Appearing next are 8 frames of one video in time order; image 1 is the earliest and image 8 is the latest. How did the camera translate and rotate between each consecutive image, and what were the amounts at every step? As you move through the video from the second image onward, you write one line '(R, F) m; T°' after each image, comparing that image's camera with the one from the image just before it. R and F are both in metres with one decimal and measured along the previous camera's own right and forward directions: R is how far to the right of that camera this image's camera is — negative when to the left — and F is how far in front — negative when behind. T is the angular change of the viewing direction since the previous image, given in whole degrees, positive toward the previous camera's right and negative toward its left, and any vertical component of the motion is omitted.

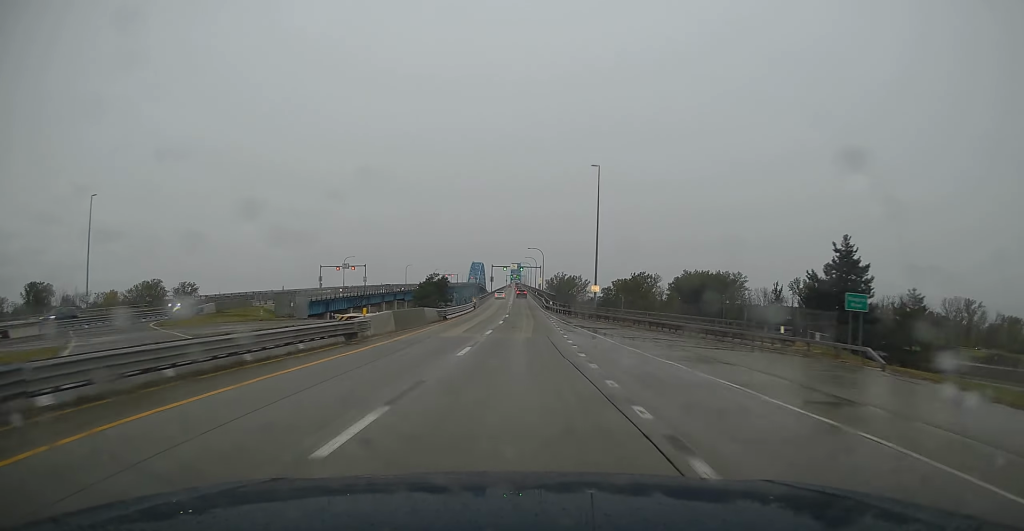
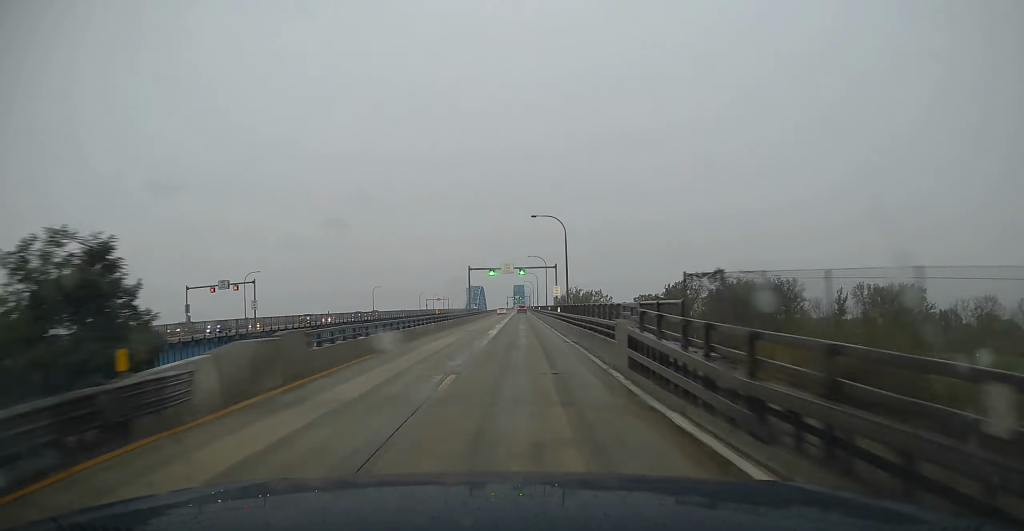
(+0.3, +65.8) m; 0°
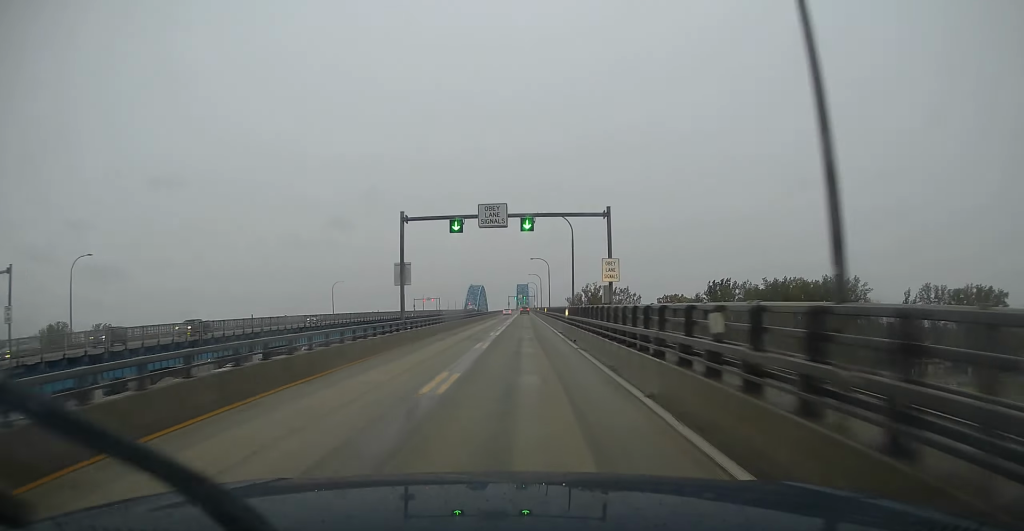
(-0.3, +49.7) m; 0°
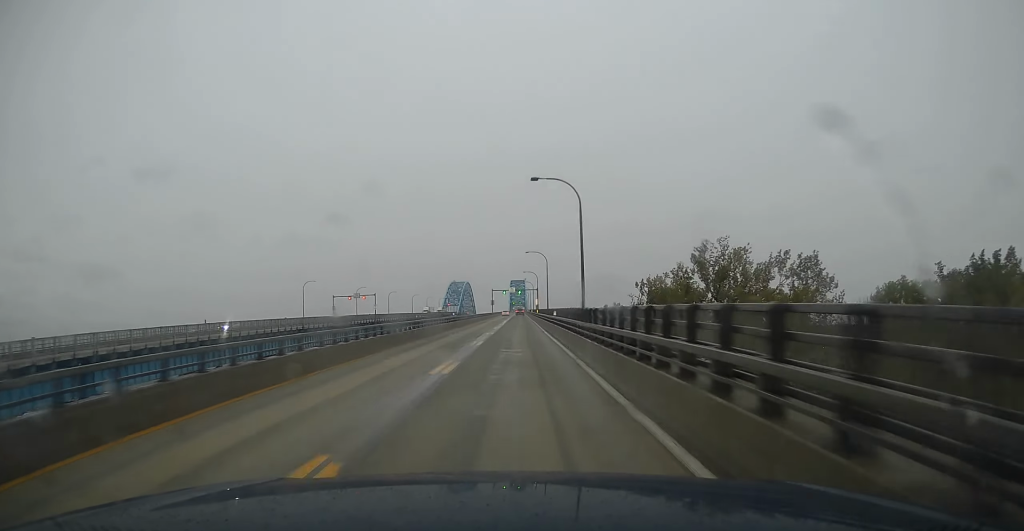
(-0.1, +118.8) m; 0°
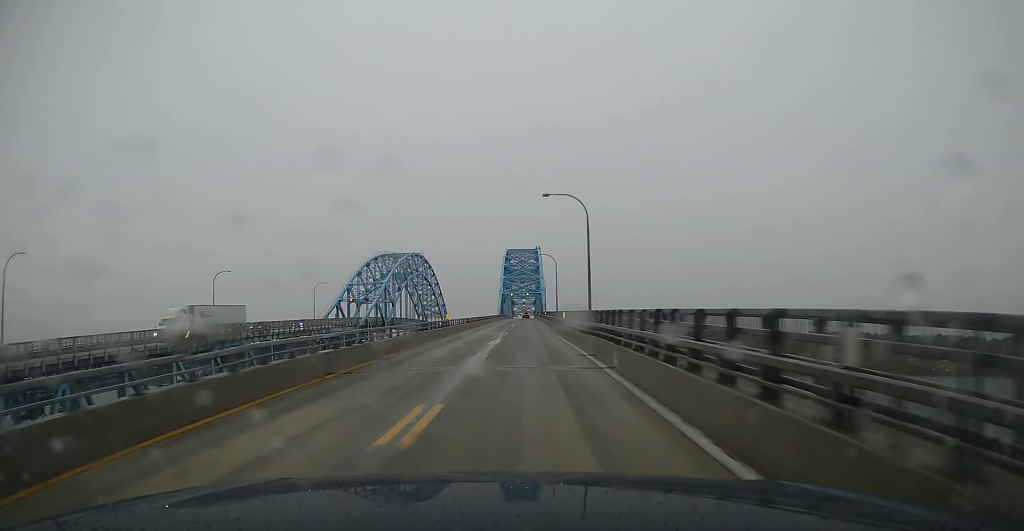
(-0.6, +242.0) m; 0°
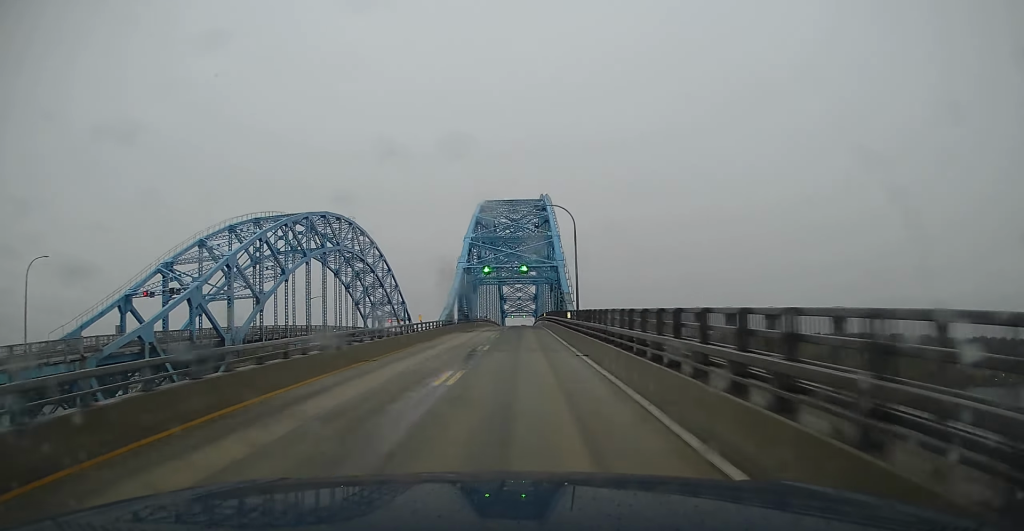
(-0.1, +90.0) m; 0°
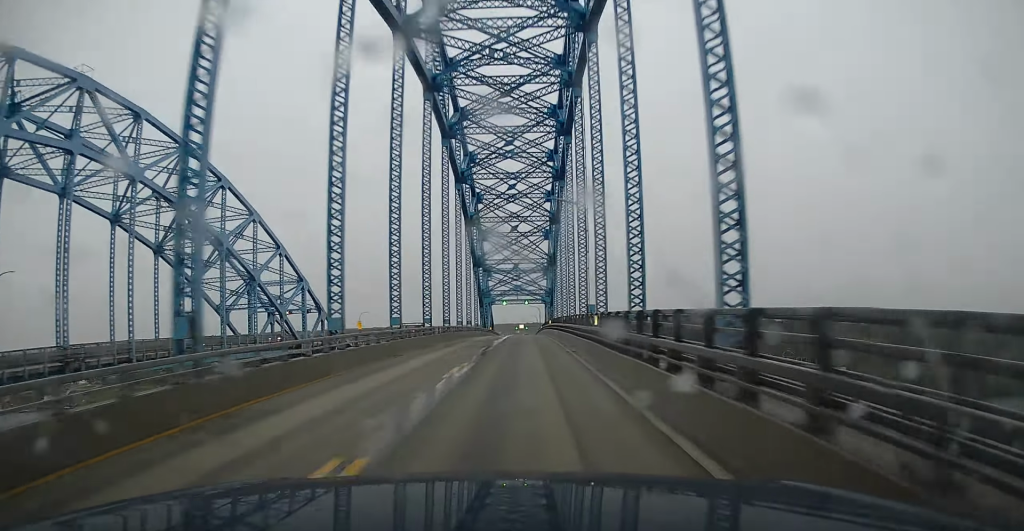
(0.0, +94.5) m; 0°
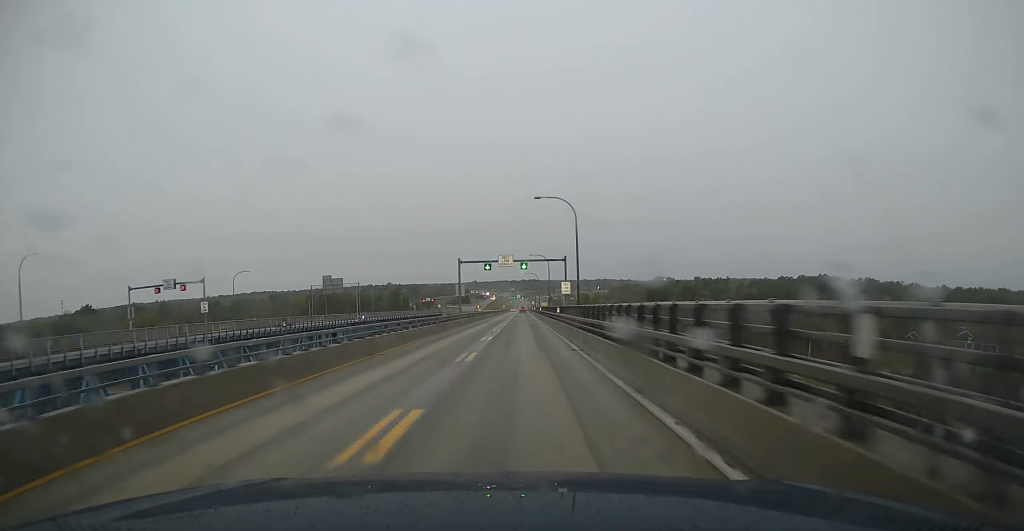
(+0.5, +175.5) m; 0°
